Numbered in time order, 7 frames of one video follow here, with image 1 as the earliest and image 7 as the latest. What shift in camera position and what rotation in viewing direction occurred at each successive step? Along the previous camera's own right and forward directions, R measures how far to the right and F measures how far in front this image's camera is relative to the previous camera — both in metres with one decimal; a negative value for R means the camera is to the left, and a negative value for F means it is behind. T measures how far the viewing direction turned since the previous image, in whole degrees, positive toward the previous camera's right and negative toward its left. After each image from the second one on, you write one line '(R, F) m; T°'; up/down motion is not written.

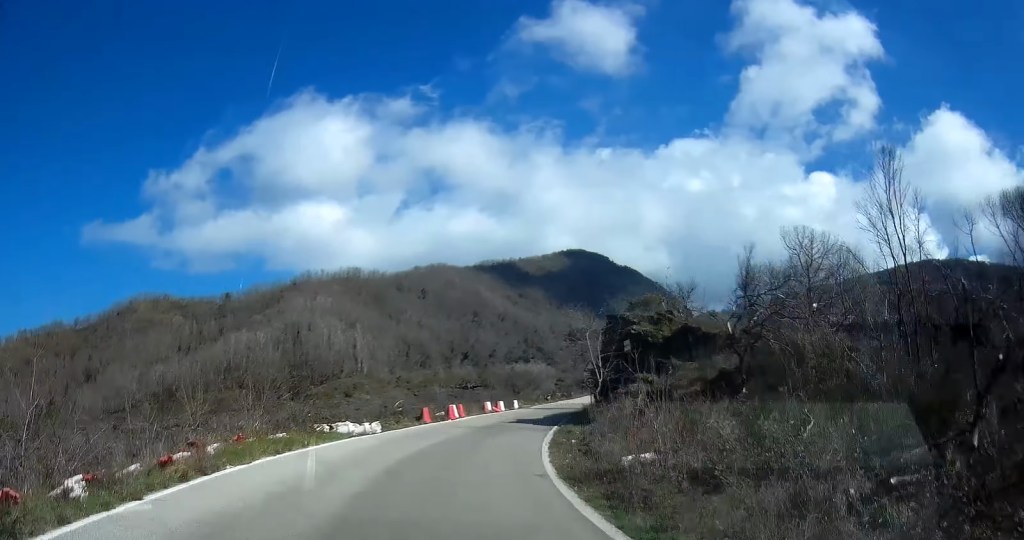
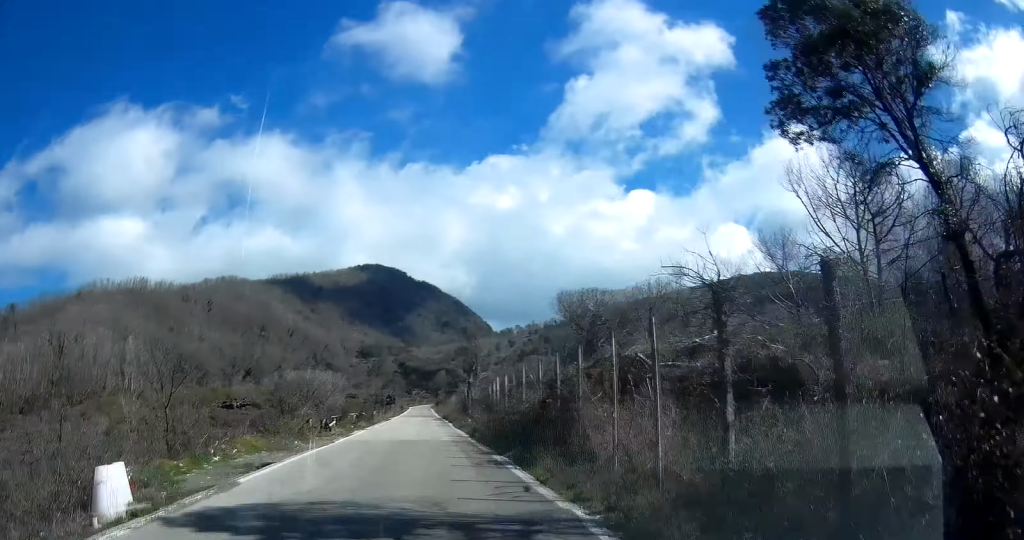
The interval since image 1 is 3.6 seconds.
(+5.7, +47.2) m; +7°
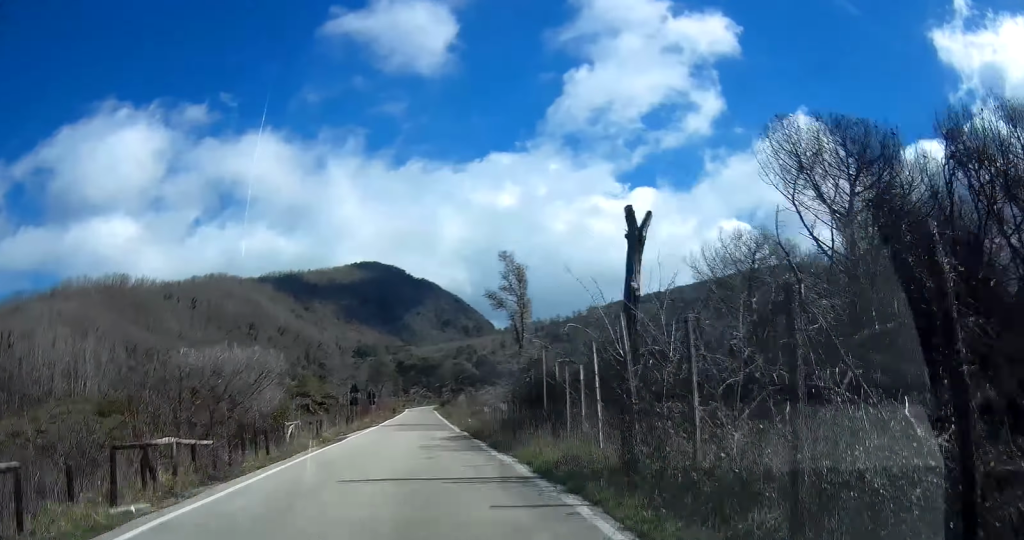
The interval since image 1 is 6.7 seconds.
(+2.6, +41.8) m; +4°
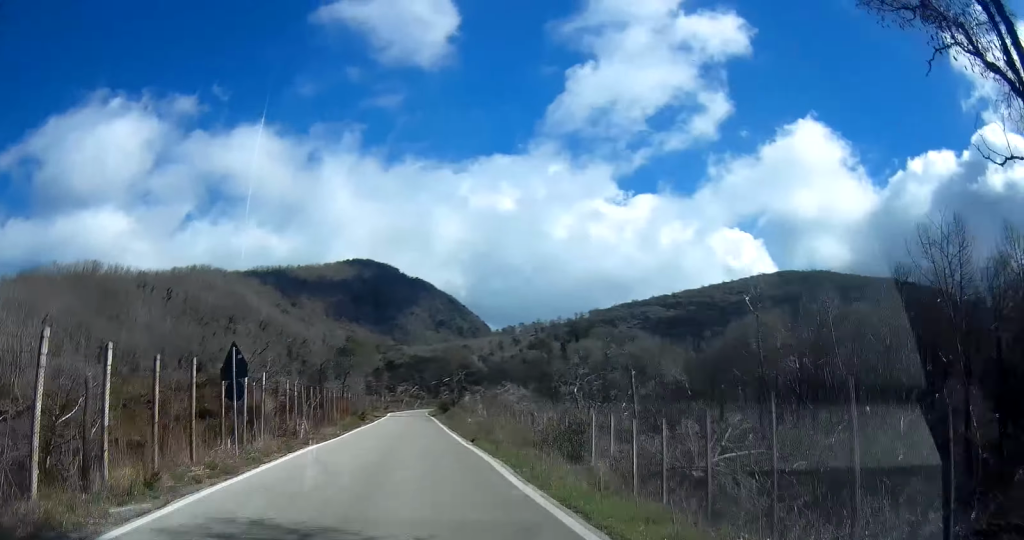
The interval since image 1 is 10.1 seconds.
(+0.1, +43.6) m; 0°
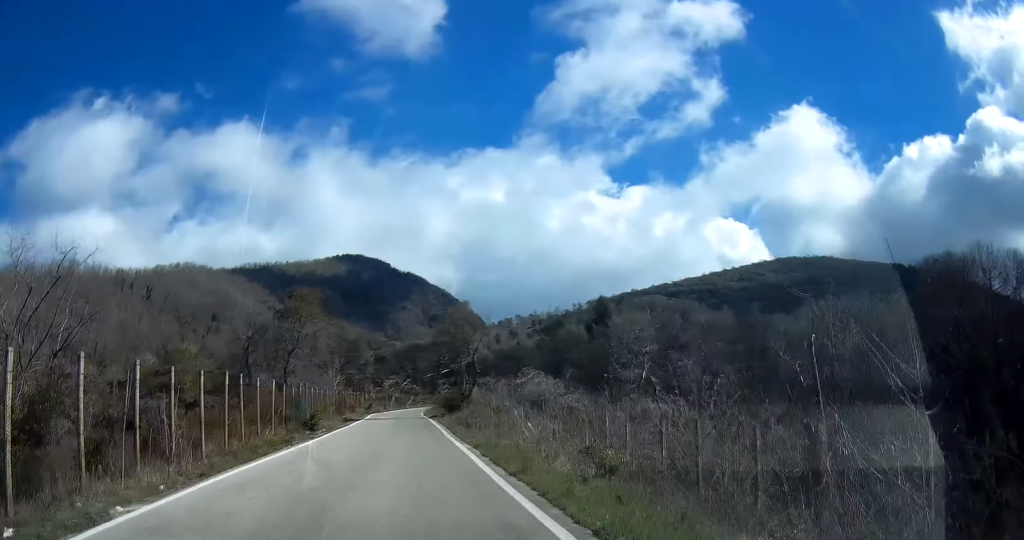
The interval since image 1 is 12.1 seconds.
(-0.1, +24.8) m; +2°
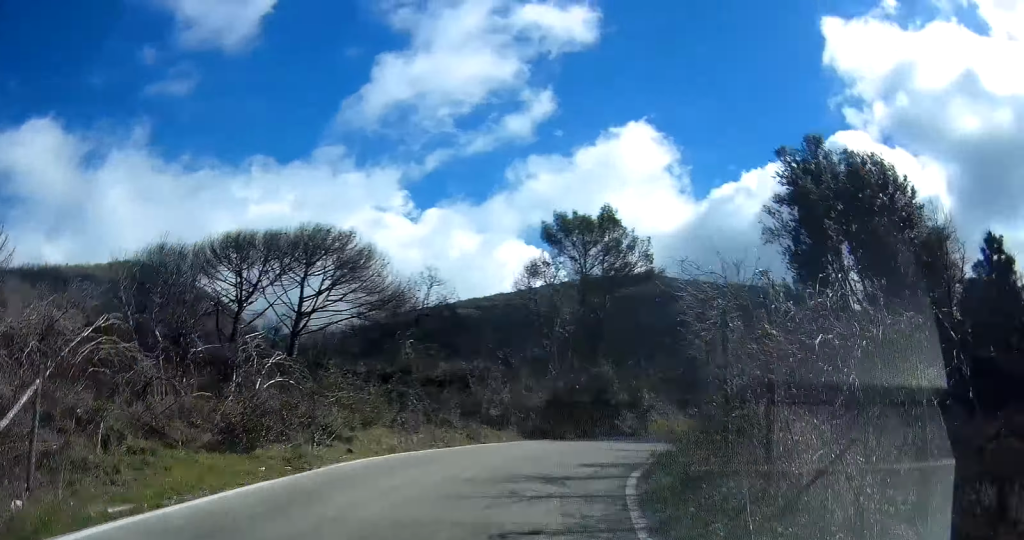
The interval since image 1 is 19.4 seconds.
(+5.5, +88.1) m; +34°
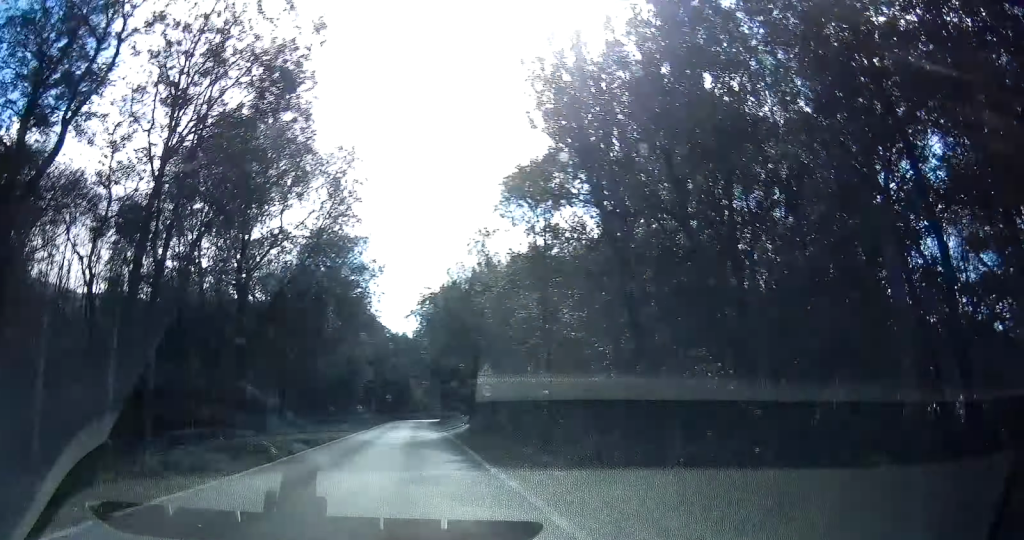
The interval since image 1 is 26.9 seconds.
(+50.1, +62.9) m; +51°
